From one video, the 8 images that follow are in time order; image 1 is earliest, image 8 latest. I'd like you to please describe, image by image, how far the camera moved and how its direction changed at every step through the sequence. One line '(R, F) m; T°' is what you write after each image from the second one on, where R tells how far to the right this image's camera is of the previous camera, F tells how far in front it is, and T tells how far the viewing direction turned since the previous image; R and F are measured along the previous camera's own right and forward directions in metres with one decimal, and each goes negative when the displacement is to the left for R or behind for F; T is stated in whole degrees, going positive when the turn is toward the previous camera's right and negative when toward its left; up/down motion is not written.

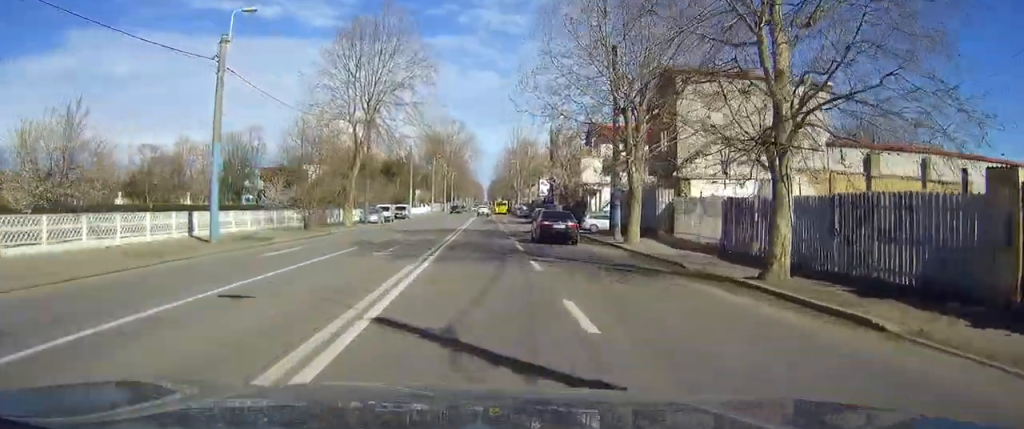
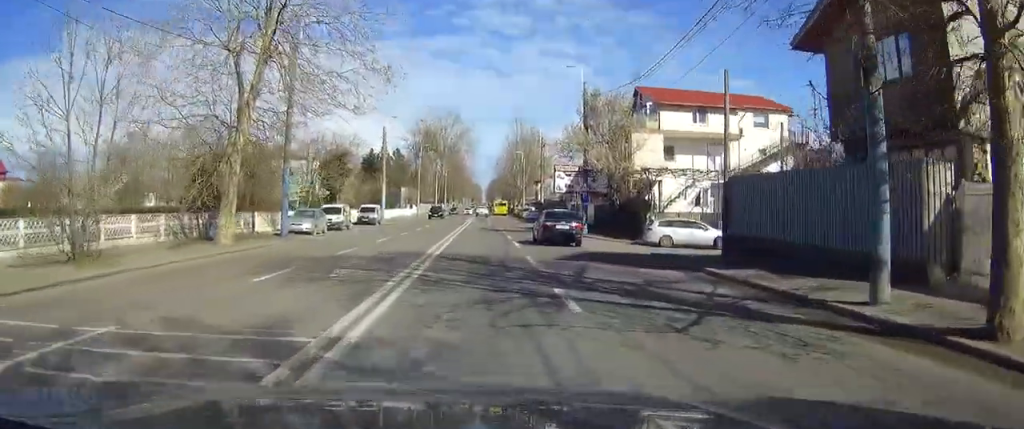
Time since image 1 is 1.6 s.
(-0.1, +23.7) m; 0°
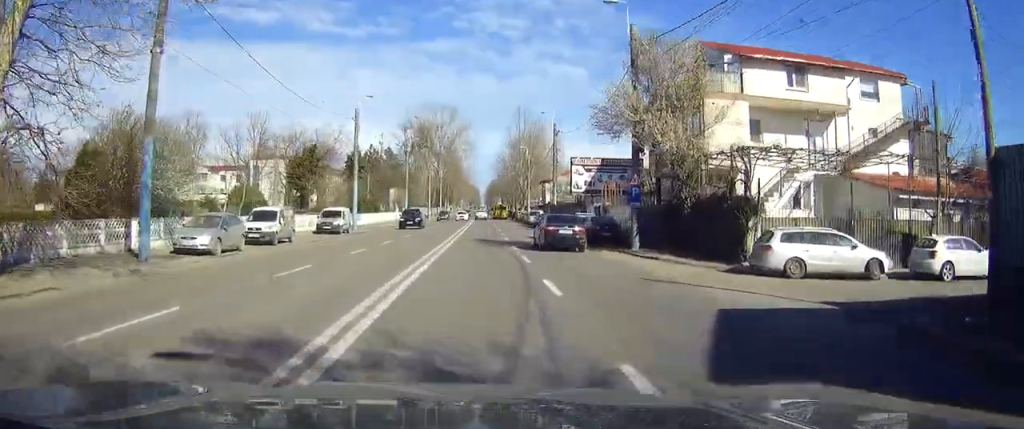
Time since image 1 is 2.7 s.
(0.0, +15.0) m; 0°
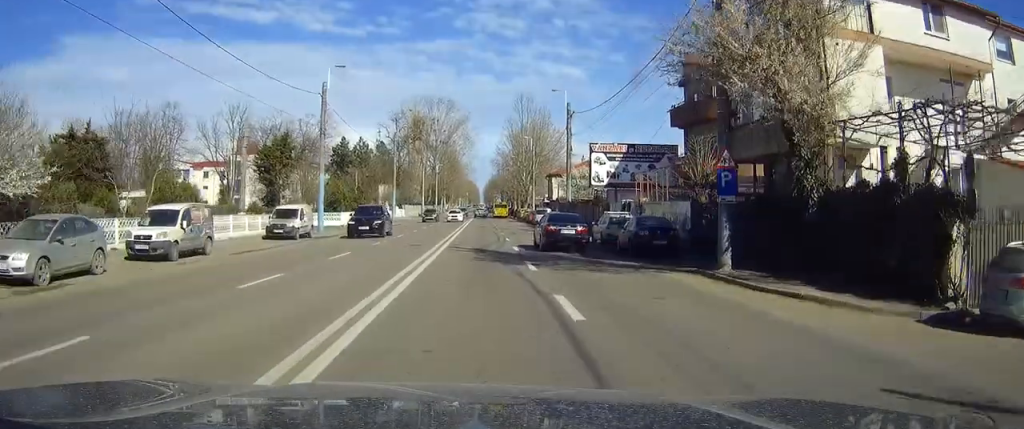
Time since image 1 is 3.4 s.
(0.0, +11.2) m; 0°
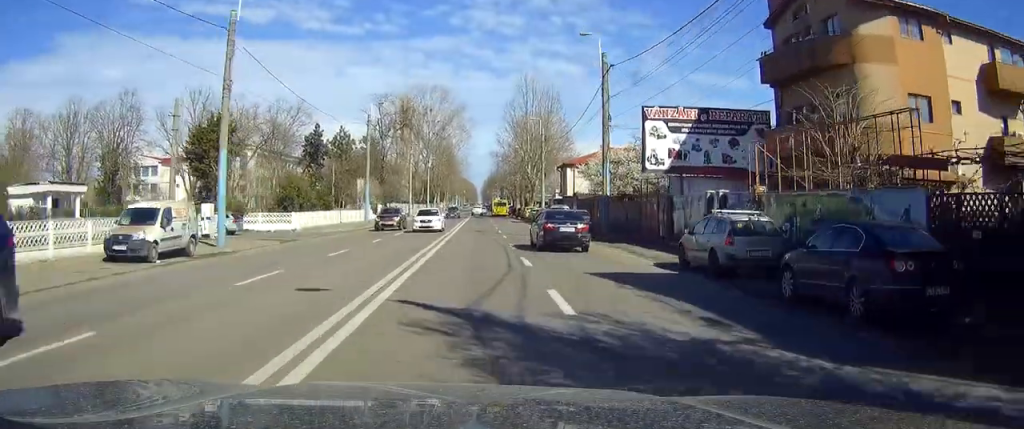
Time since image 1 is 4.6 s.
(+0.1, +16.8) m; 0°
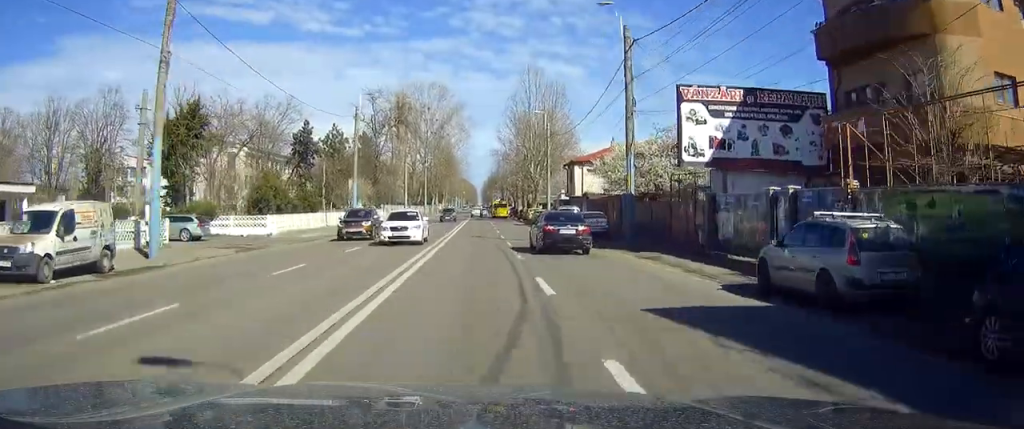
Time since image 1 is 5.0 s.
(0.0, +6.0) m; 0°
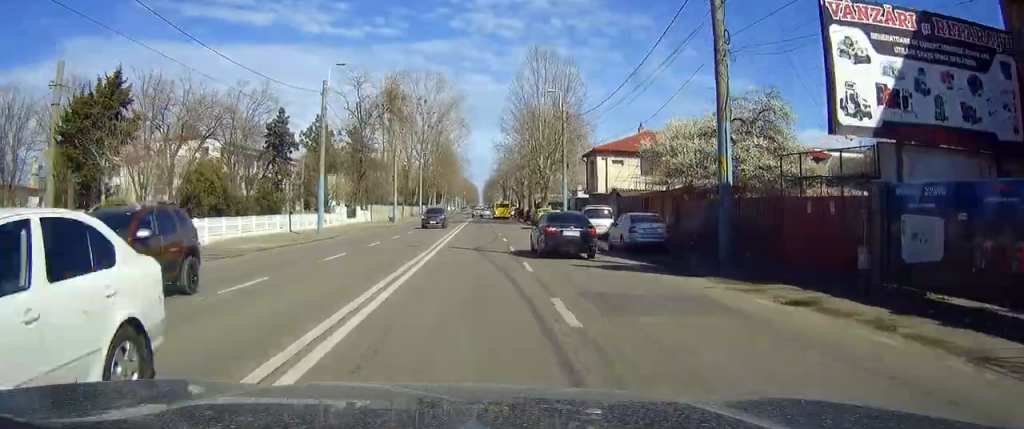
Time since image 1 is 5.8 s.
(-0.1, +12.0) m; 0°
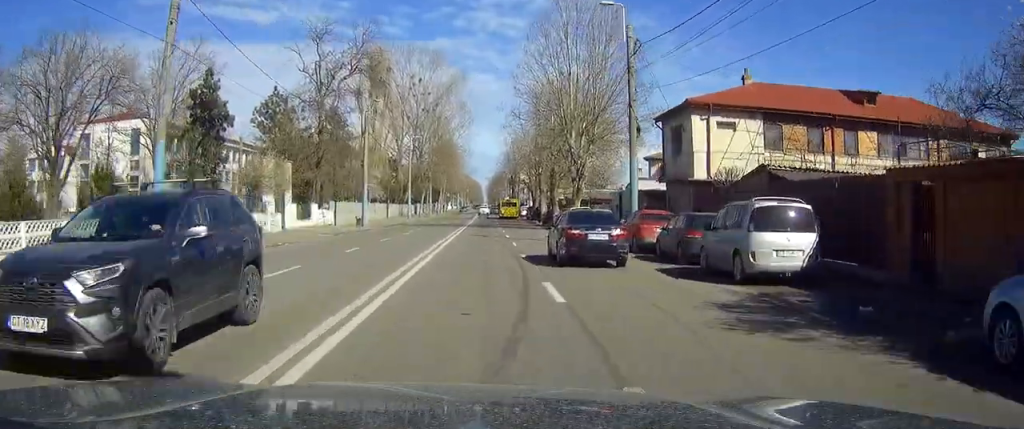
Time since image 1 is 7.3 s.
(0.0, +23.3) m; 0°
